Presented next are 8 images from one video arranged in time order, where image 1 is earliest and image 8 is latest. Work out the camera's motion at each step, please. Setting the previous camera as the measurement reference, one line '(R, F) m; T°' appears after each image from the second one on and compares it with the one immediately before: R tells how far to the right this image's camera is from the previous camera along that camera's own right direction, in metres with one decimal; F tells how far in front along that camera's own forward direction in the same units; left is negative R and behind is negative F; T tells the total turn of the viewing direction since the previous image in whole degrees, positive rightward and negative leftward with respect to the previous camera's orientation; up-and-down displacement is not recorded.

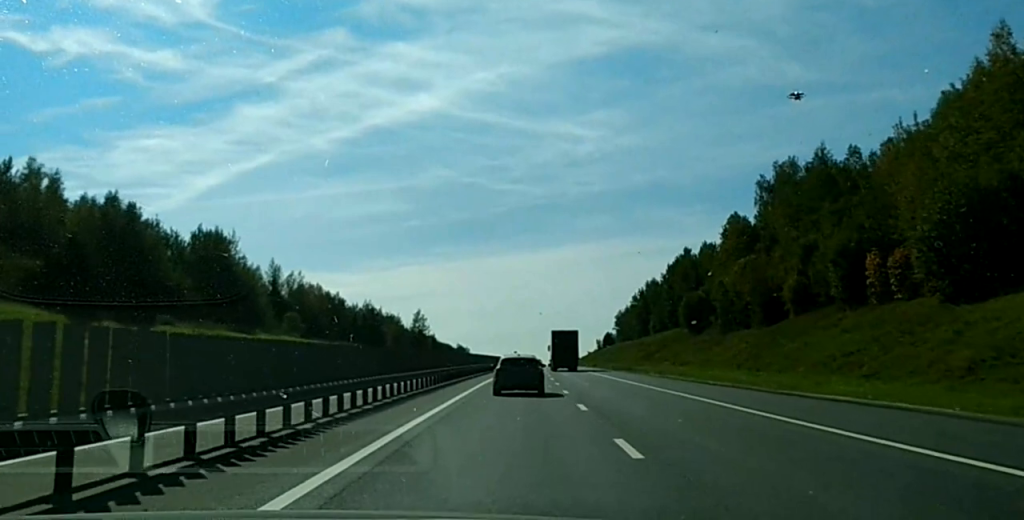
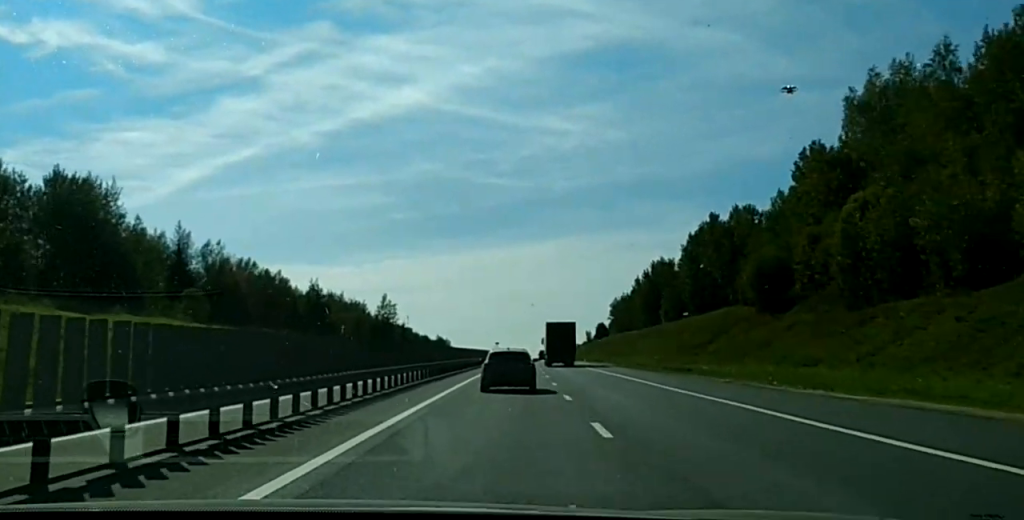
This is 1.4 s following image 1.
(0.0, +50.9) m; 0°
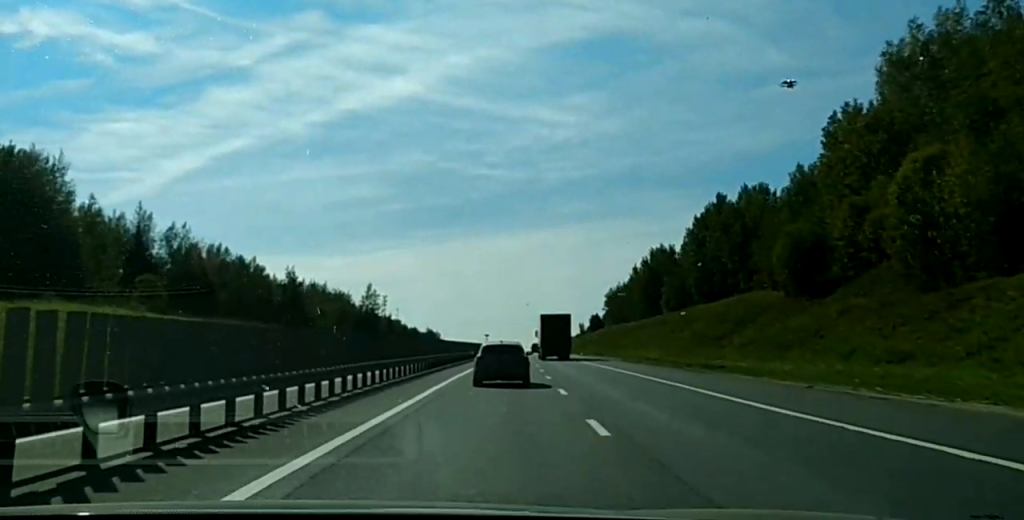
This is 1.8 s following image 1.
(+0.1, +13.3) m; 0°
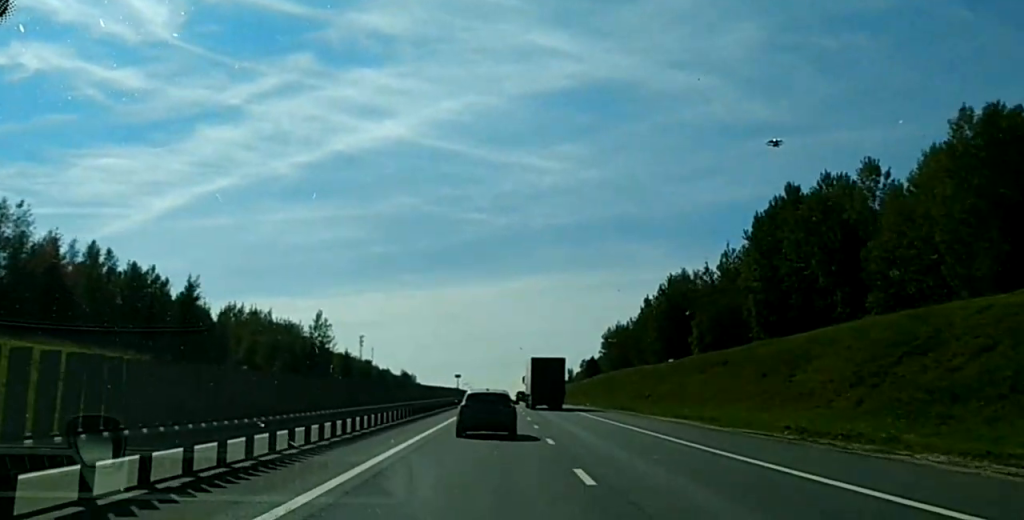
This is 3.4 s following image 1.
(+0.1, +47.0) m; +1°
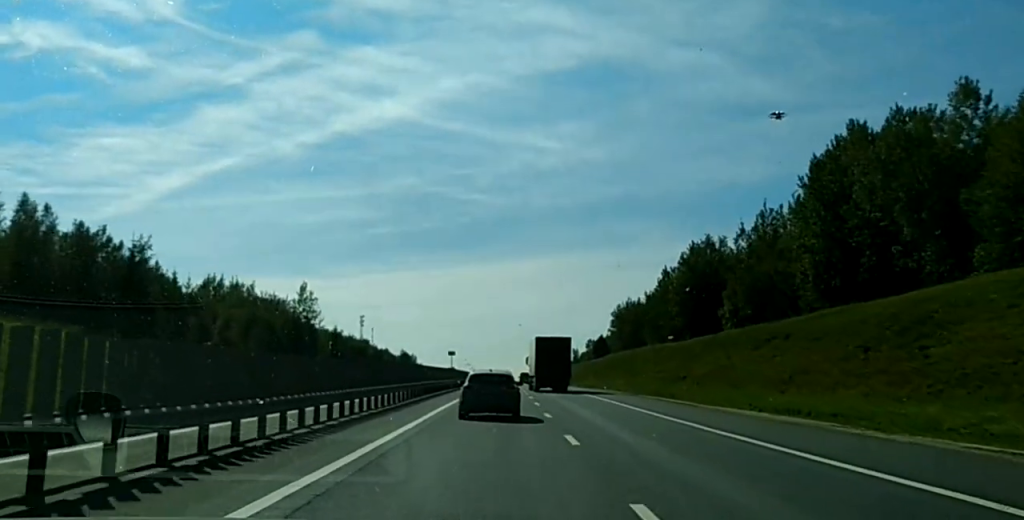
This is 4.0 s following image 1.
(+0.2, +18.1) m; 0°
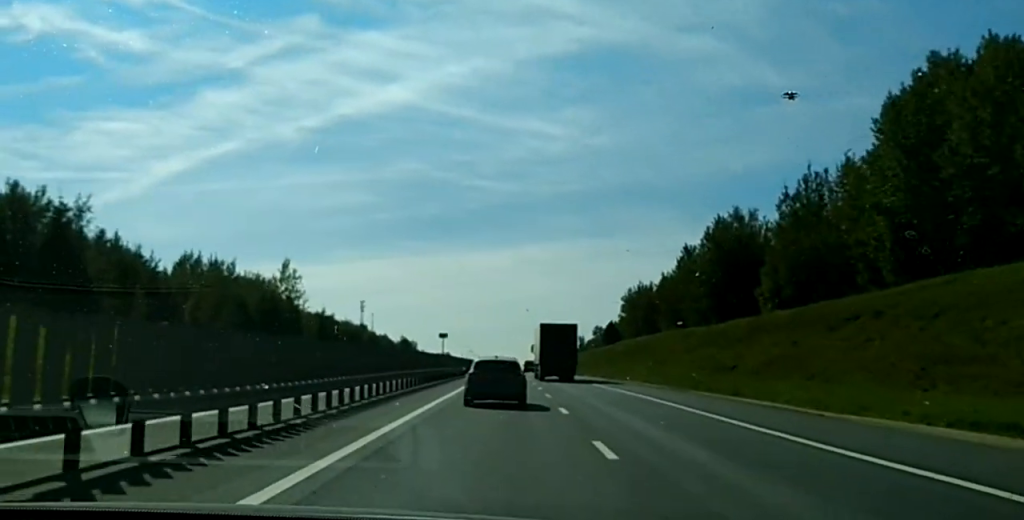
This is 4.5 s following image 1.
(-0.2, +16.8) m; 0°
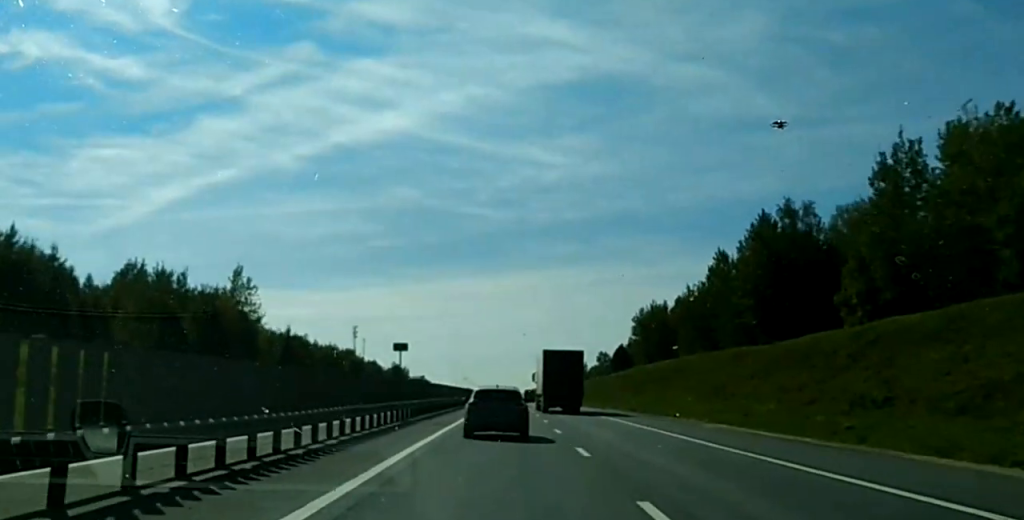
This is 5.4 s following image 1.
(+0.2, +27.5) m; 0°
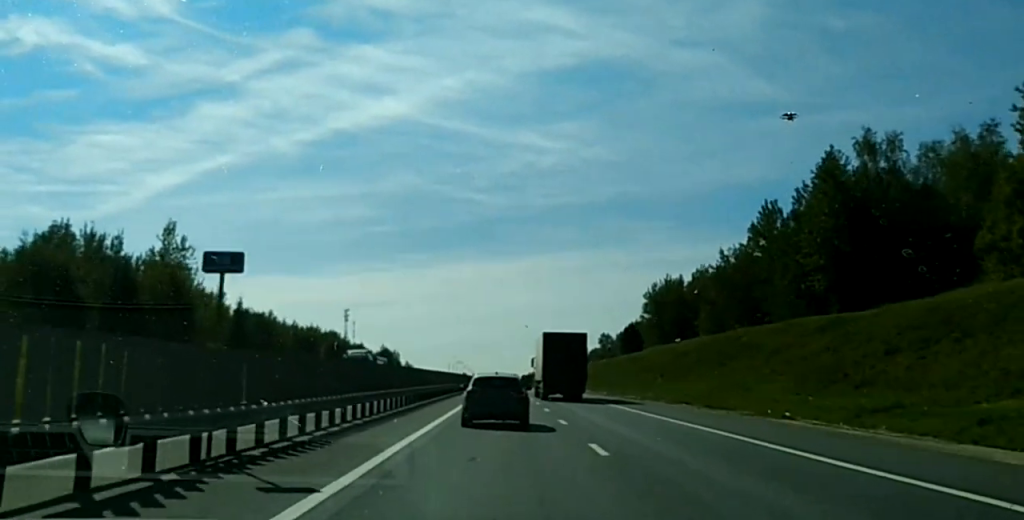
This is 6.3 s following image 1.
(-0.1, +26.1) m; 0°
